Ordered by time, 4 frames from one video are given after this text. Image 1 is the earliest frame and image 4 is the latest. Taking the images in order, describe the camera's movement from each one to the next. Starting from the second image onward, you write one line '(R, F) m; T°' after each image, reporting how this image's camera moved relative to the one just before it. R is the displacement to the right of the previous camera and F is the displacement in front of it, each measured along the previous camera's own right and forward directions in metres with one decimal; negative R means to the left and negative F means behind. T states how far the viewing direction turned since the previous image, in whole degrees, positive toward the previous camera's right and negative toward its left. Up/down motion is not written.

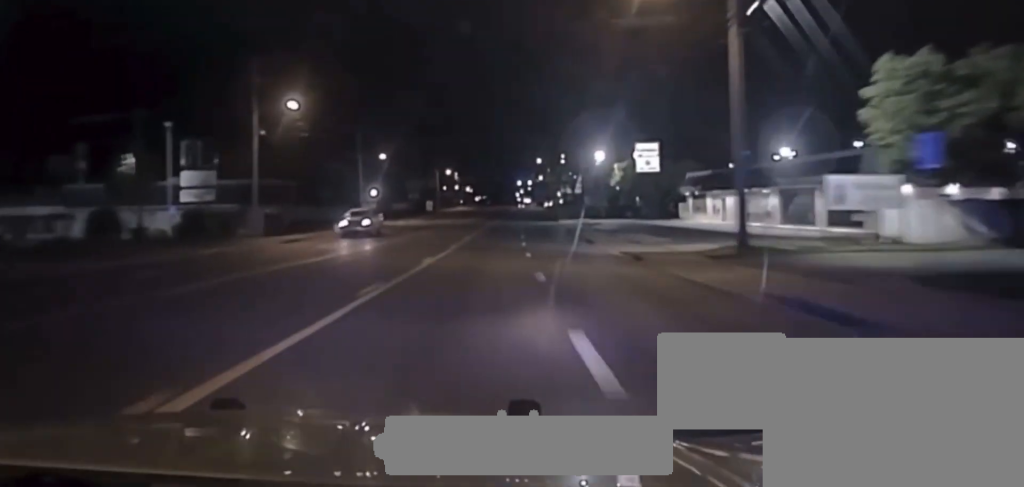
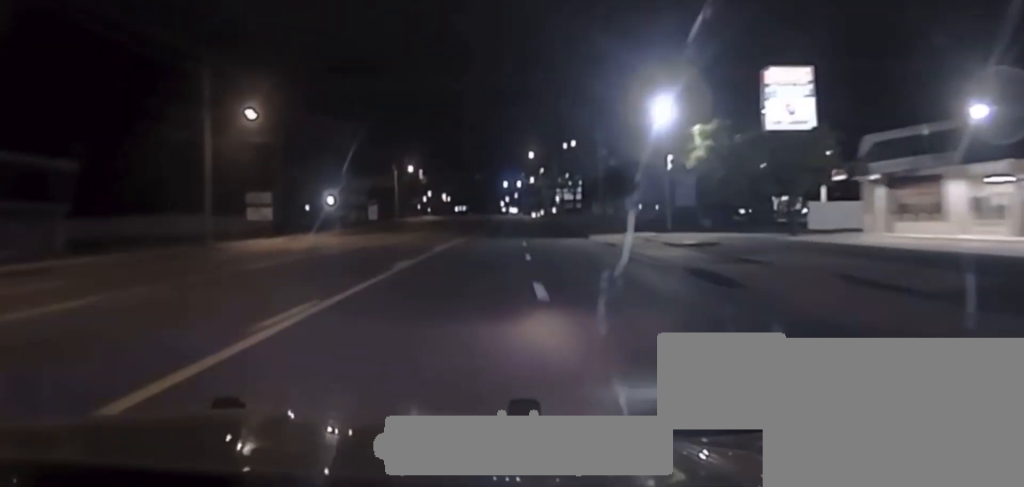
(+0.5, +42.1) m; +2°
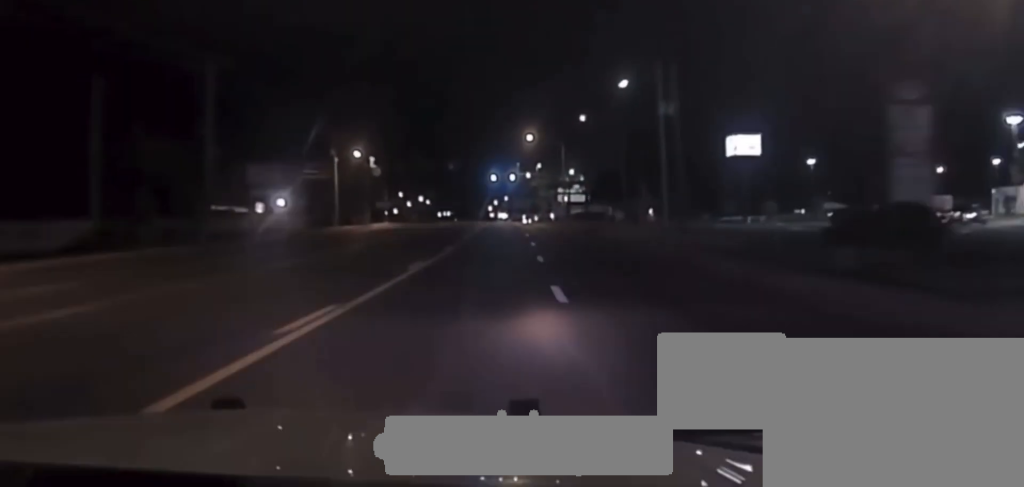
(+0.6, +44.0) m; +1°
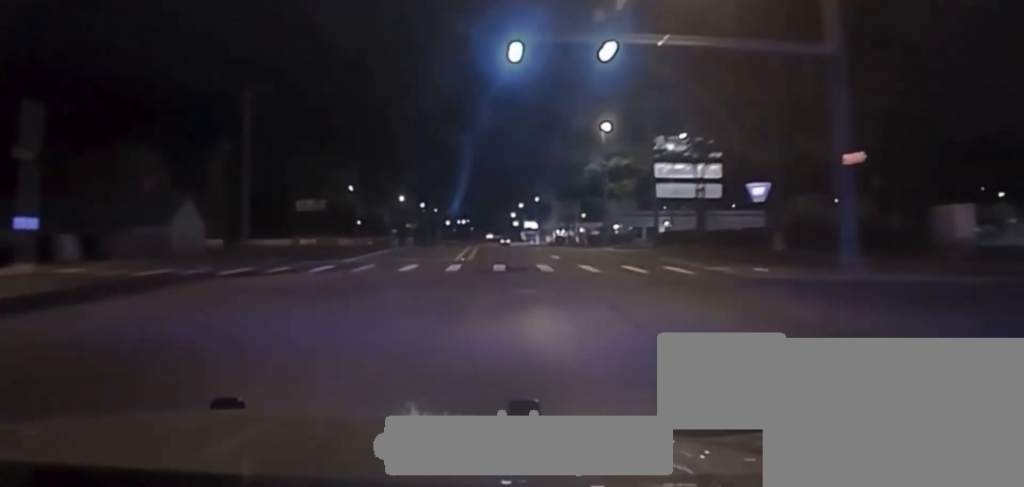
(-1.7, +114.0) m; -2°
